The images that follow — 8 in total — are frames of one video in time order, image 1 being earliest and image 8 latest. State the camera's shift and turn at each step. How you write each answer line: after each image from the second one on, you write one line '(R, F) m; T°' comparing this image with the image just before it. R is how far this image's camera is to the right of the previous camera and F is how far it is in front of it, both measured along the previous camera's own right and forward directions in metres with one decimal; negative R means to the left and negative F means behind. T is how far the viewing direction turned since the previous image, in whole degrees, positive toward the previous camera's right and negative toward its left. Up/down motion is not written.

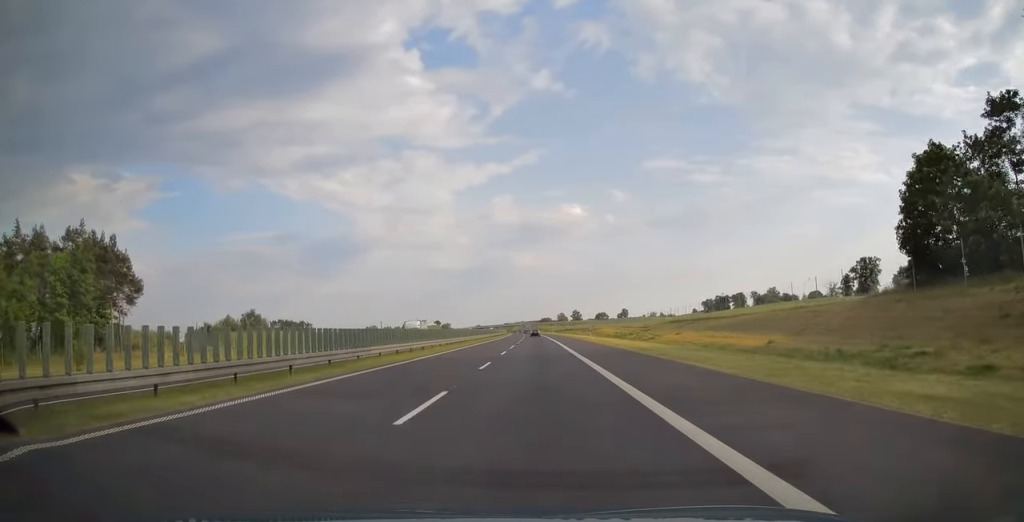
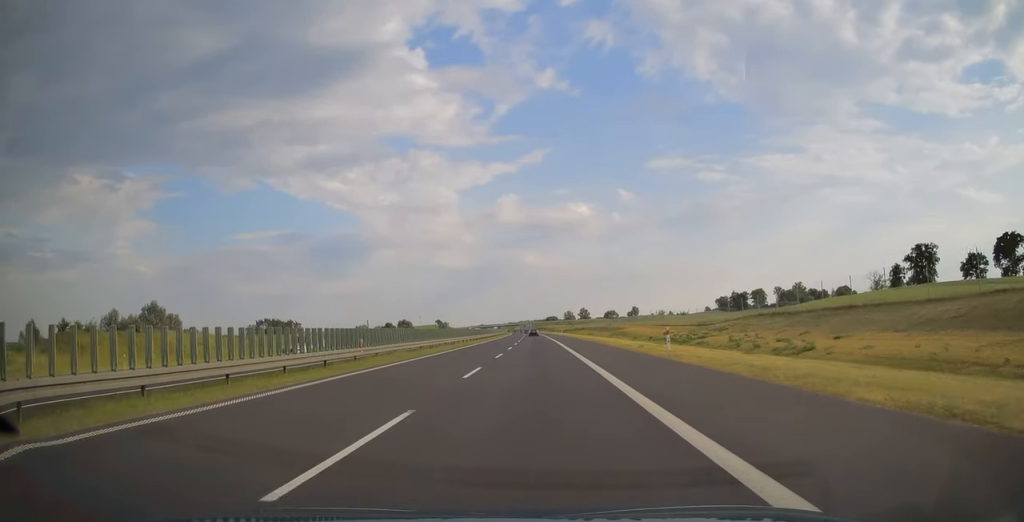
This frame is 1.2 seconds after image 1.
(-0.3, +40.4) m; -1°
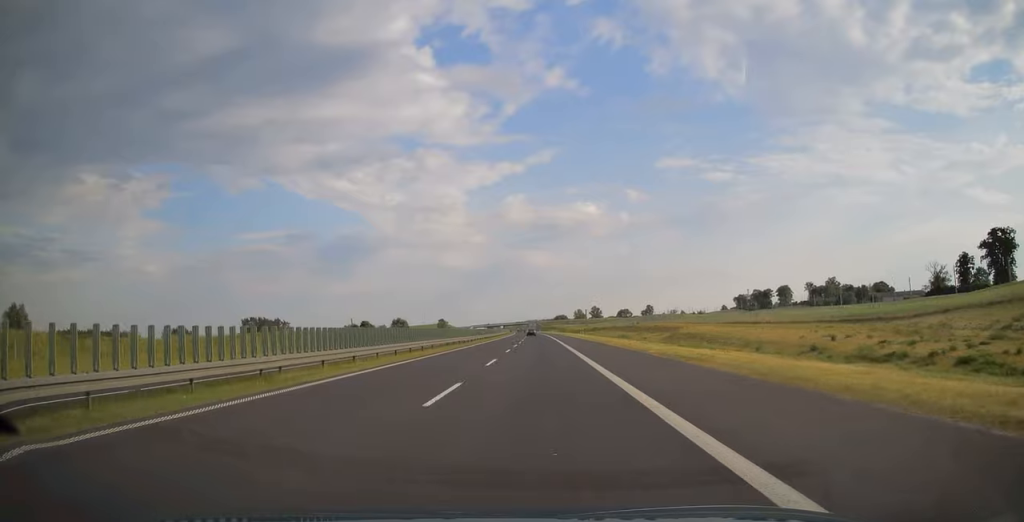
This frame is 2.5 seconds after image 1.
(-0.3, +42.1) m; -1°
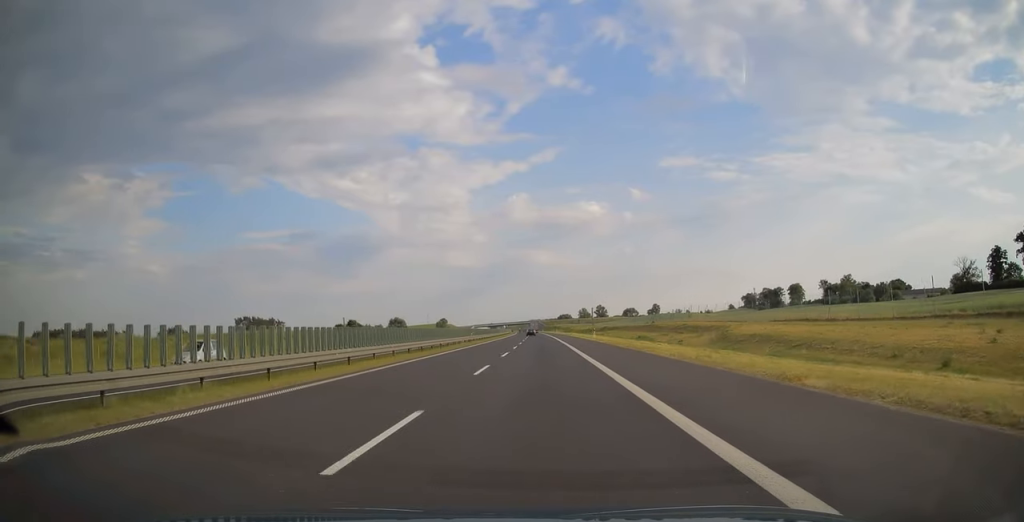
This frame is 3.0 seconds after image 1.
(0.0, +17.1) m; 0°
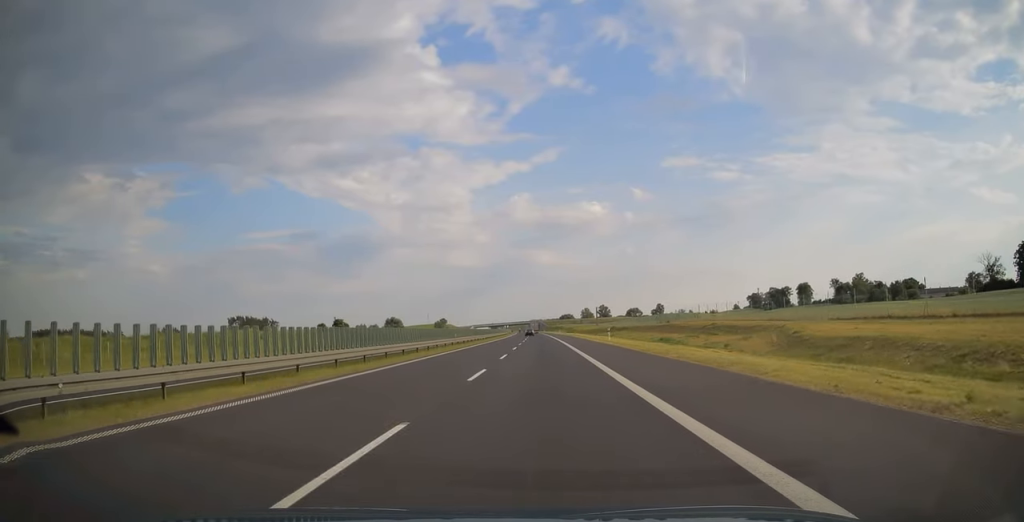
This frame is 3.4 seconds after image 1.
(0.0, +13.8) m; 0°
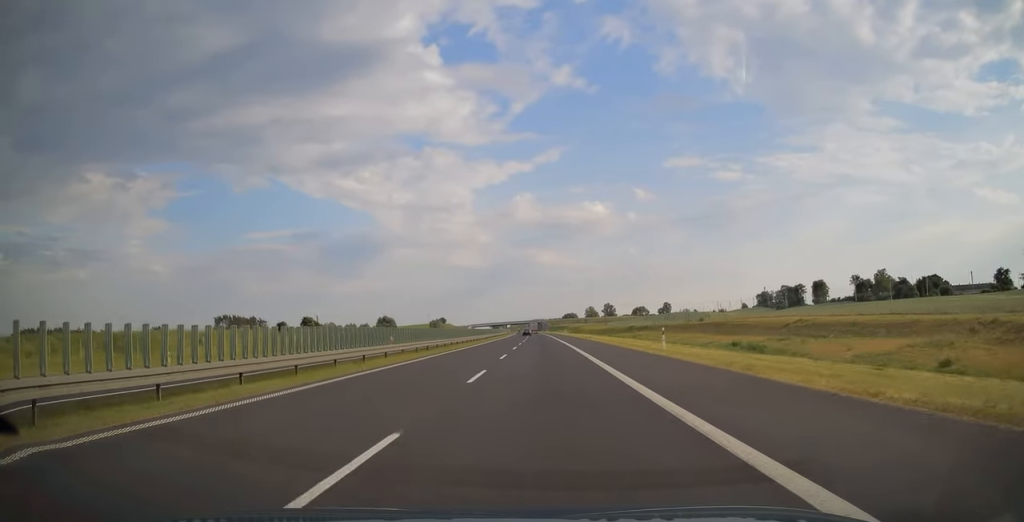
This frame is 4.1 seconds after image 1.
(-0.1, +24.4) m; 0°
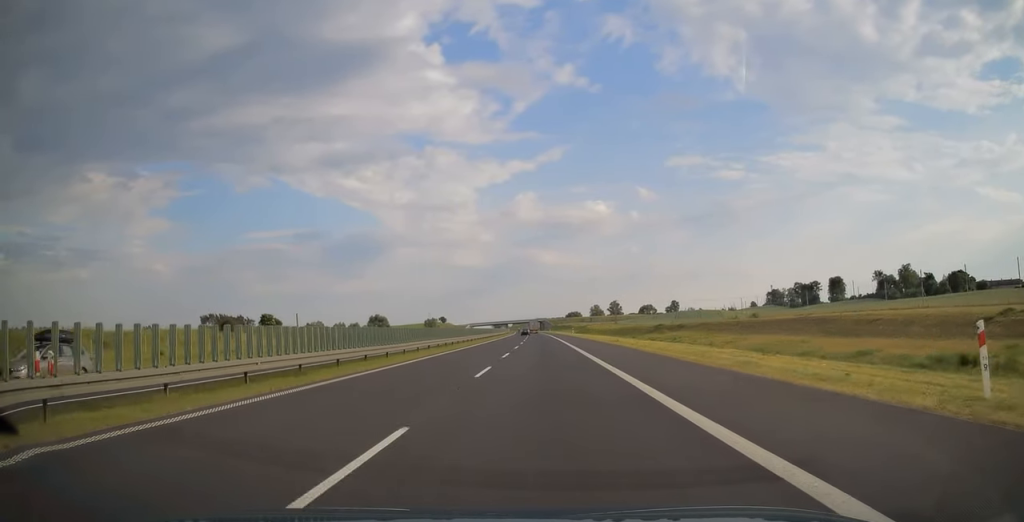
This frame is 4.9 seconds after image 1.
(-0.1, +23.8) m; 0°
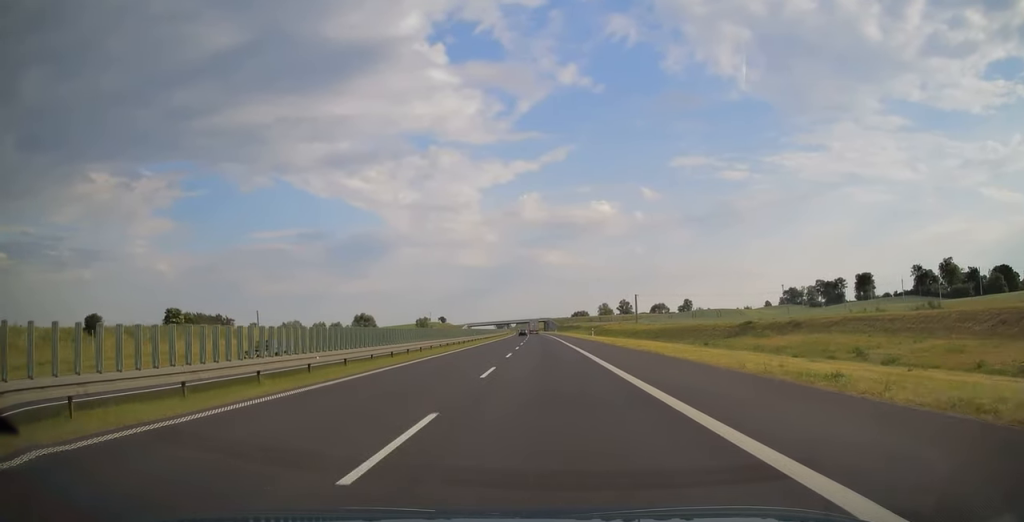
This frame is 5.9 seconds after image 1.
(-0.2, +35.5) m; 0°
